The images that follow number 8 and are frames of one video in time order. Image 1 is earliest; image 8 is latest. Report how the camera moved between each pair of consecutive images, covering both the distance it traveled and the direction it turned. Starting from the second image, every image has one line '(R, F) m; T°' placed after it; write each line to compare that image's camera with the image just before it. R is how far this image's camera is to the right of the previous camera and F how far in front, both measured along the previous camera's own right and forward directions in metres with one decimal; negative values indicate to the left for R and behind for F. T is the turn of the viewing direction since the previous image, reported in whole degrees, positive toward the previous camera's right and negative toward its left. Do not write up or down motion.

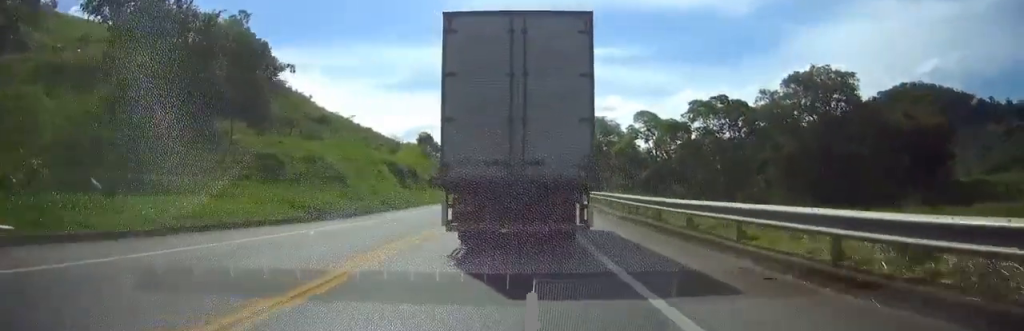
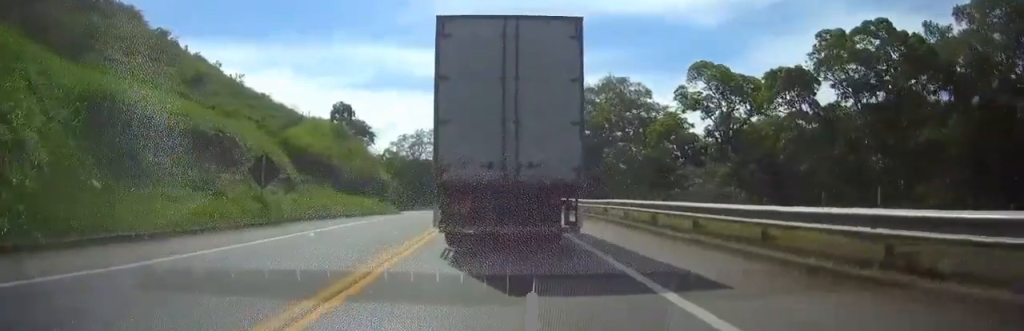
(0.0, +40.6) m; 0°
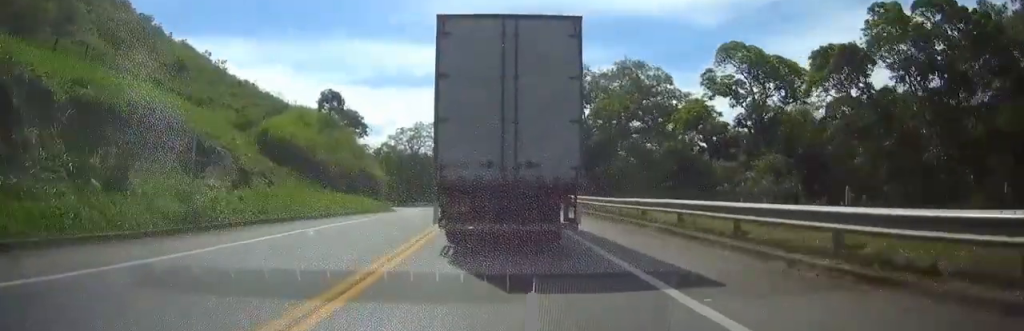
(0.0, +6.5) m; 0°
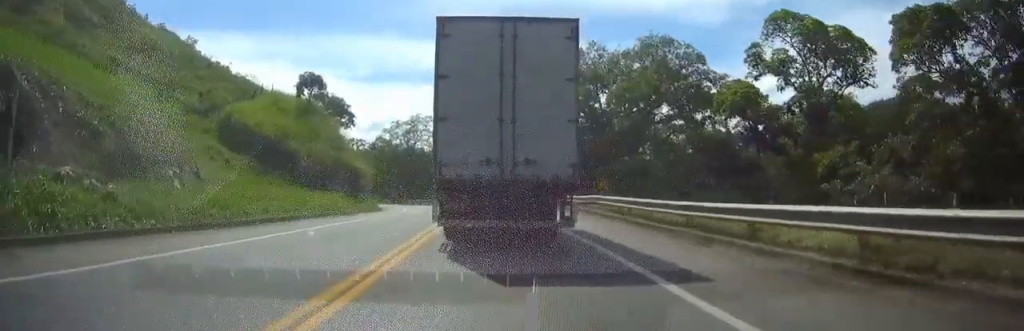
(0.0, +8.6) m; 0°
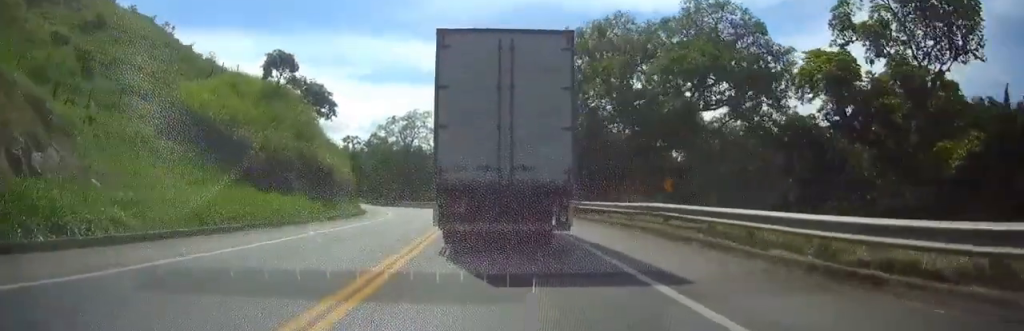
(0.0, +10.6) m; -1°
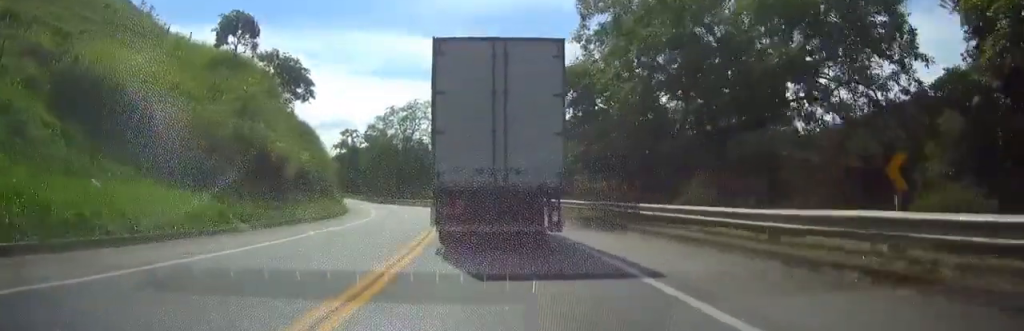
(+0.1, +11.0) m; -2°
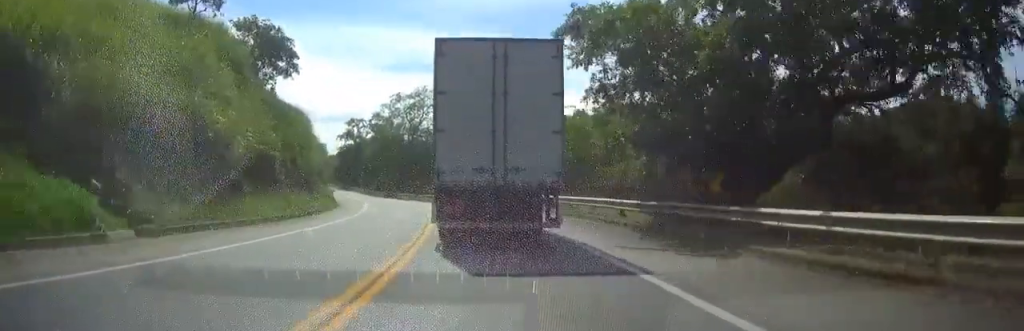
(-0.4, +8.5) m; -1°
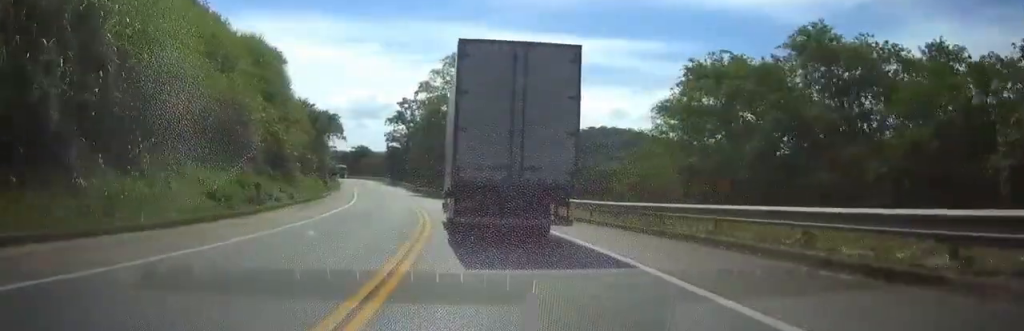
(-0.7, +32.1) m; -2°
